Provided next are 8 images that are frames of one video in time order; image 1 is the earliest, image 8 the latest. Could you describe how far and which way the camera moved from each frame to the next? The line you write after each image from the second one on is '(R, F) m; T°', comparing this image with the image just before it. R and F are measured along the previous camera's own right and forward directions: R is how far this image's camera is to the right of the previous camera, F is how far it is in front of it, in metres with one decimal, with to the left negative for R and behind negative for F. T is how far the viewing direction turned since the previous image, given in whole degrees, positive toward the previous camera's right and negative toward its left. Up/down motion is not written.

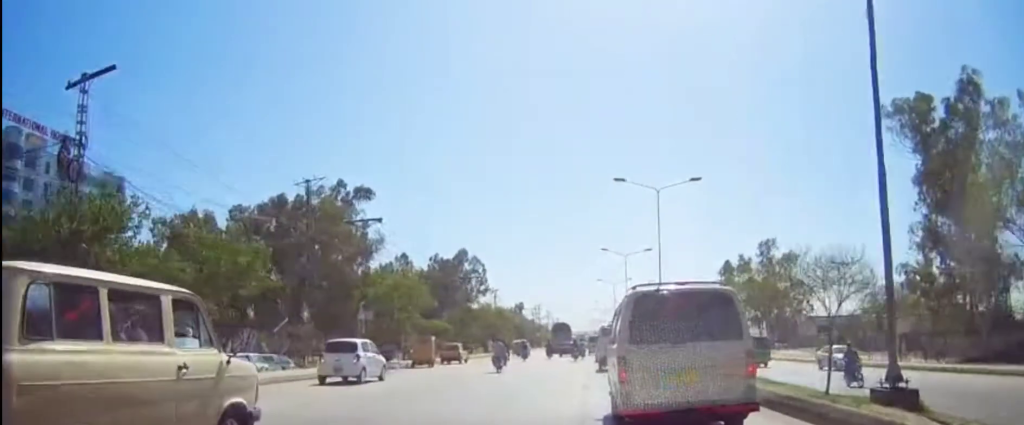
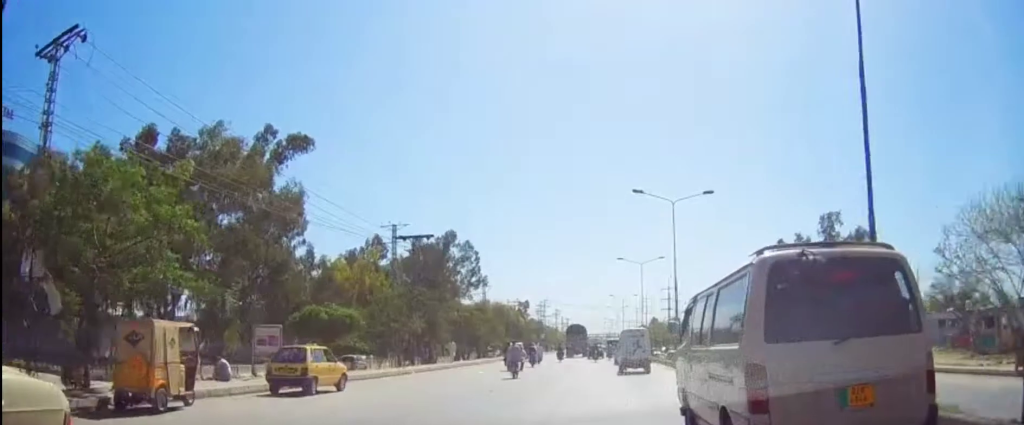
(-0.7, +27.2) m; -2°
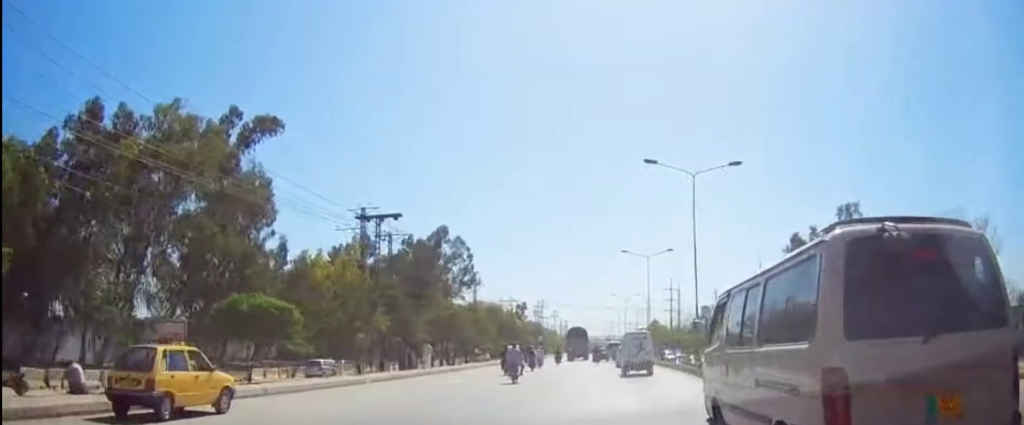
(+0.1, +7.4) m; +1°
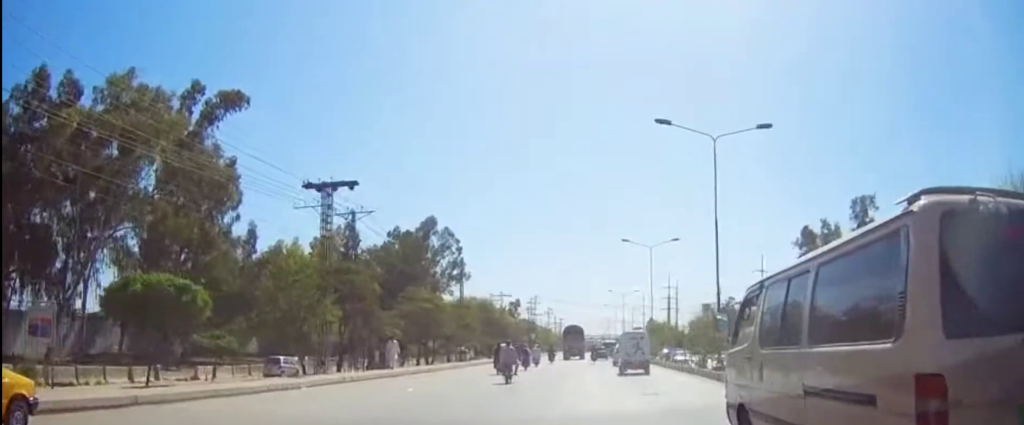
(+0.1, +6.6) m; +1°
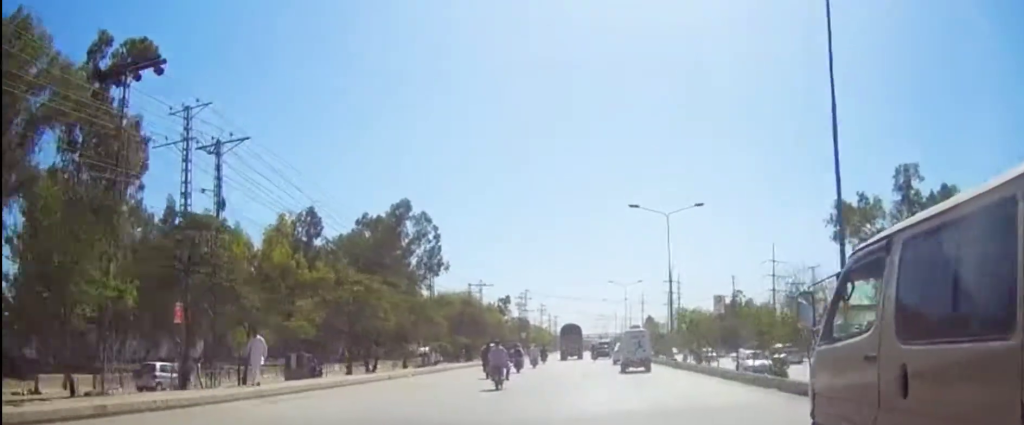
(+0.1, +13.6) m; -1°
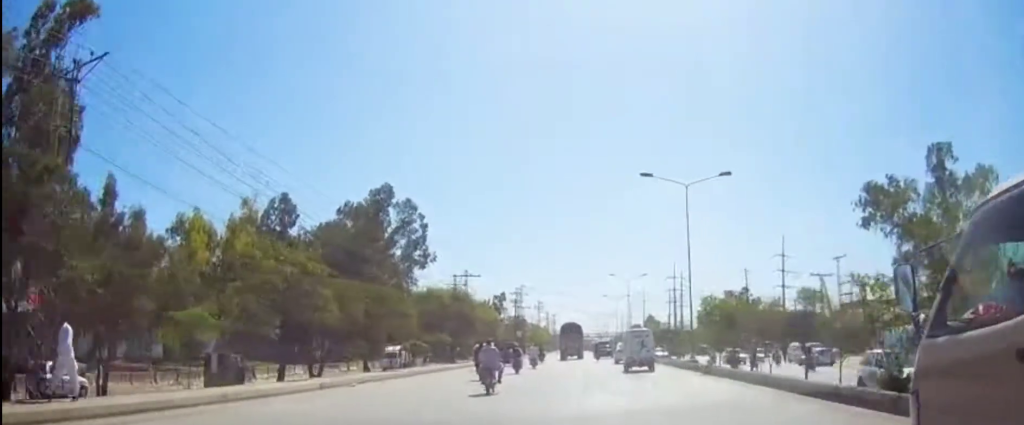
(-0.1, +8.1) m; 0°
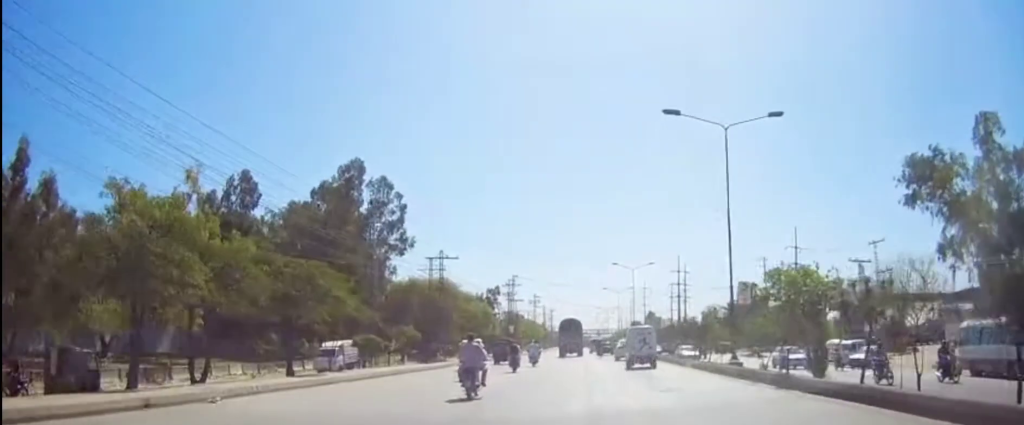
(-0.1, +10.4) m; 0°
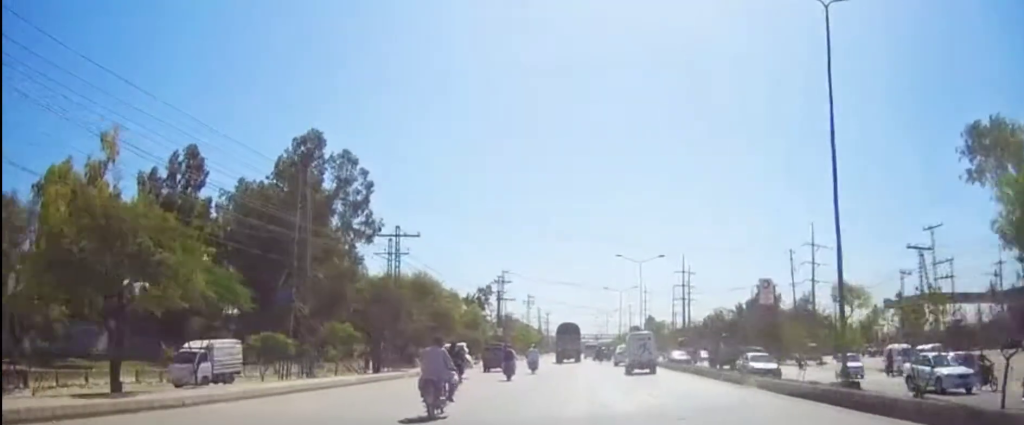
(+0.1, +11.8) m; +1°
